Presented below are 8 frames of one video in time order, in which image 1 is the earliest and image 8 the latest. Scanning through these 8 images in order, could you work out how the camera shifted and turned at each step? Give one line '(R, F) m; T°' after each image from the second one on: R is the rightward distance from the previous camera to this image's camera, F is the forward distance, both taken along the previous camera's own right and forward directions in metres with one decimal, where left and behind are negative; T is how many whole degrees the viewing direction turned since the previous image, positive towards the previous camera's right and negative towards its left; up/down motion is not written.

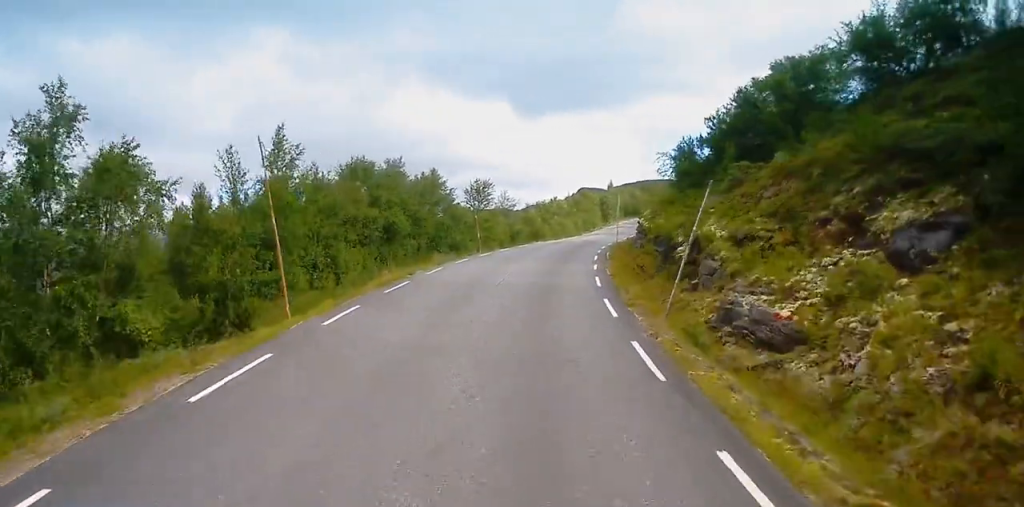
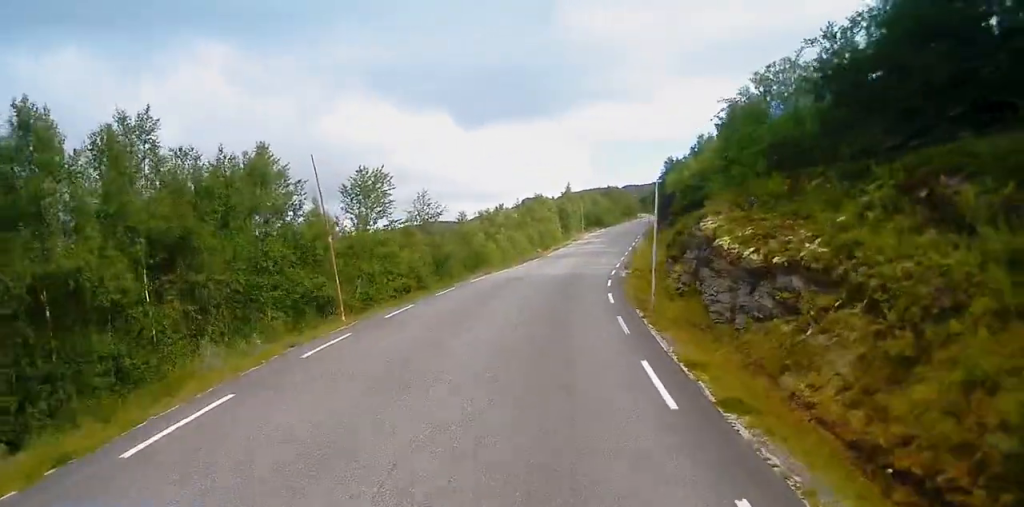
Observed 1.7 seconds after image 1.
(+1.0, +25.2) m; +3°
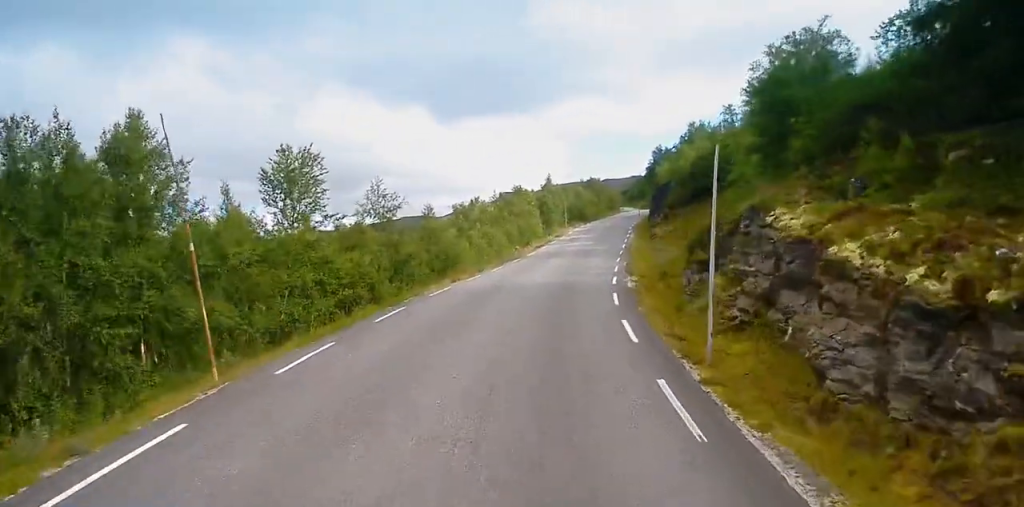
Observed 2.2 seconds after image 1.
(0.0, +7.5) m; +2°
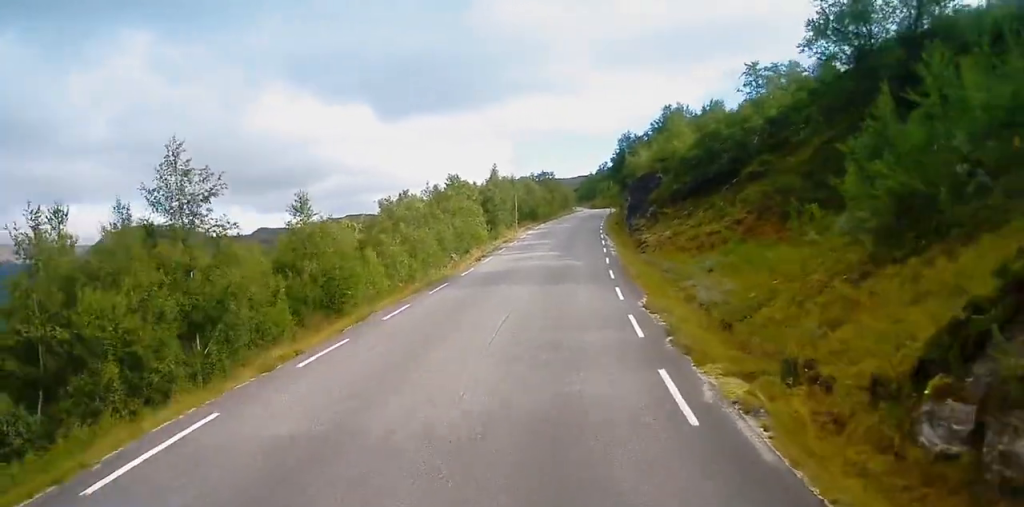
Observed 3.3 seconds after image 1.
(+0.7, +17.2) m; +4°
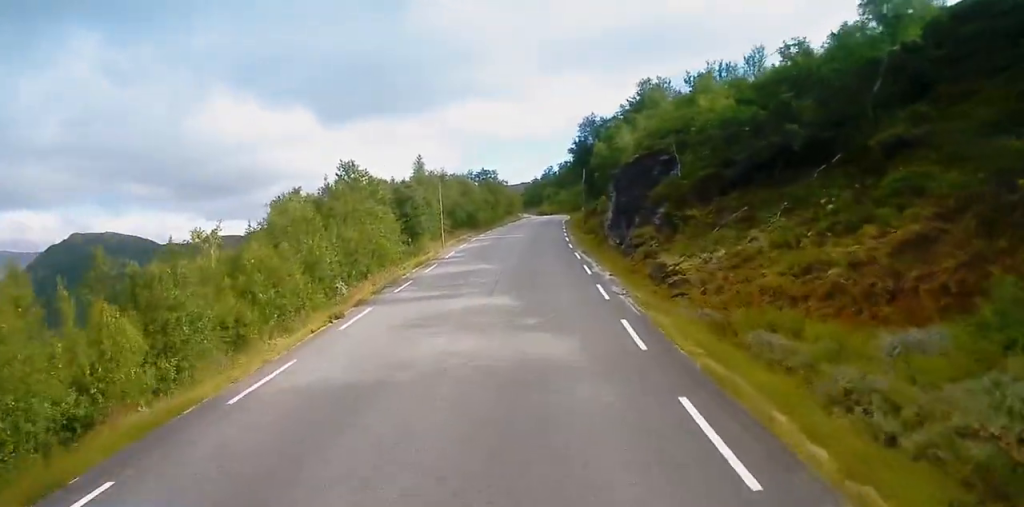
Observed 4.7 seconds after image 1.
(+0.2, +20.4) m; 0°
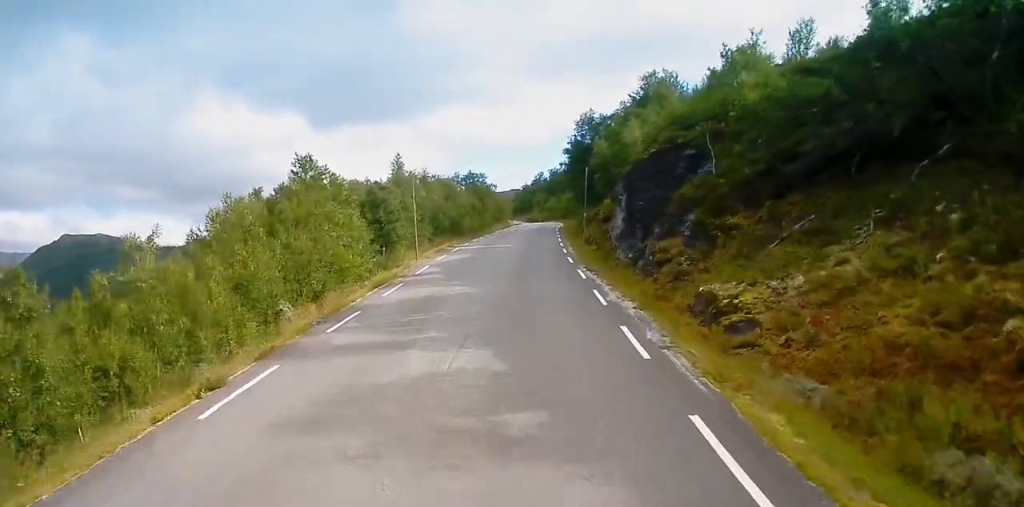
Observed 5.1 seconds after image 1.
(+0.1, +7.0) m; +2°
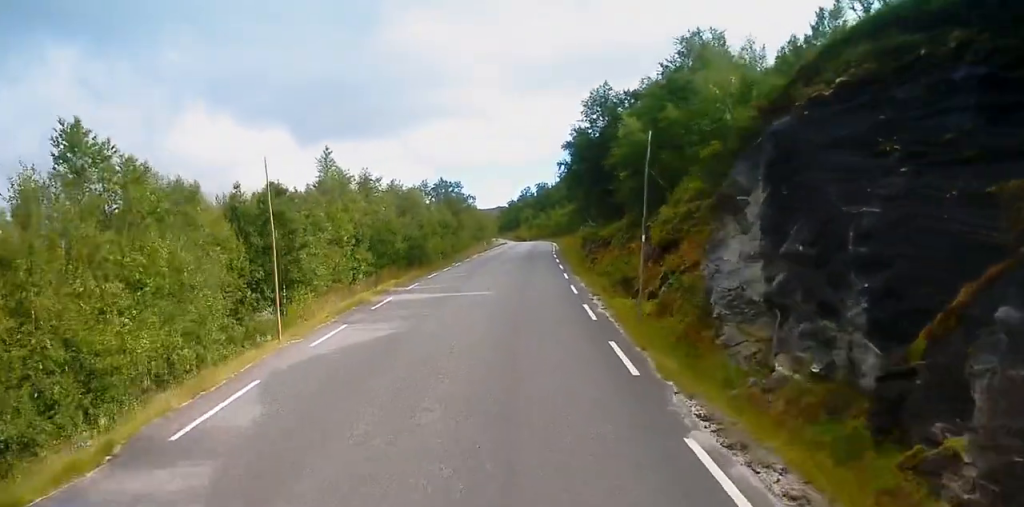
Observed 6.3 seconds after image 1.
(+0.9, +18.8) m; +3°
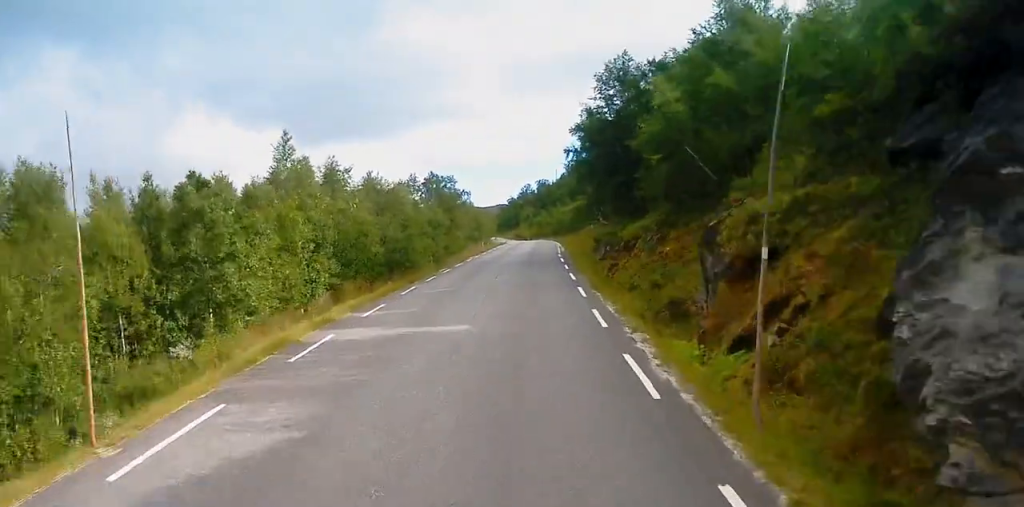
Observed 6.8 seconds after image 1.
(+0.2, +7.6) m; 0°
